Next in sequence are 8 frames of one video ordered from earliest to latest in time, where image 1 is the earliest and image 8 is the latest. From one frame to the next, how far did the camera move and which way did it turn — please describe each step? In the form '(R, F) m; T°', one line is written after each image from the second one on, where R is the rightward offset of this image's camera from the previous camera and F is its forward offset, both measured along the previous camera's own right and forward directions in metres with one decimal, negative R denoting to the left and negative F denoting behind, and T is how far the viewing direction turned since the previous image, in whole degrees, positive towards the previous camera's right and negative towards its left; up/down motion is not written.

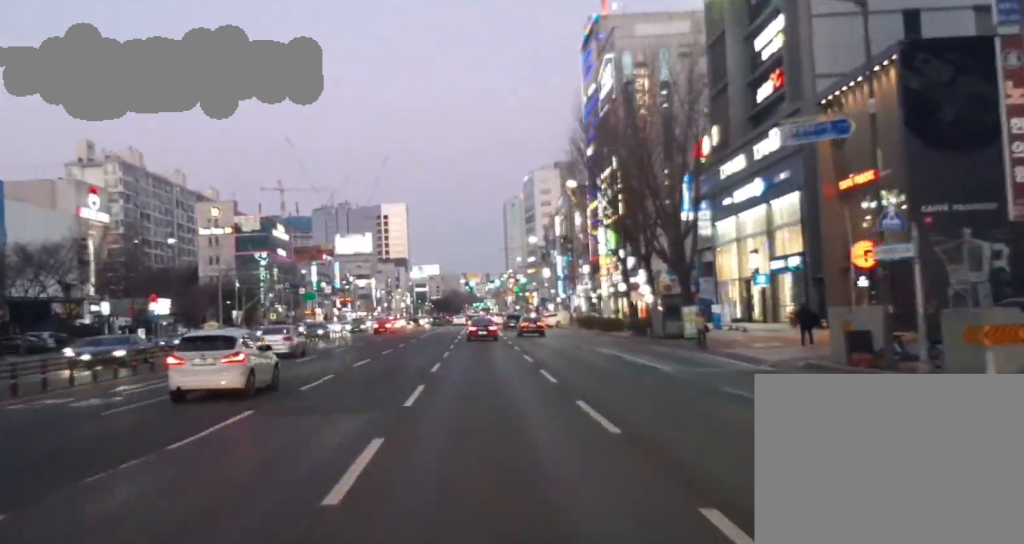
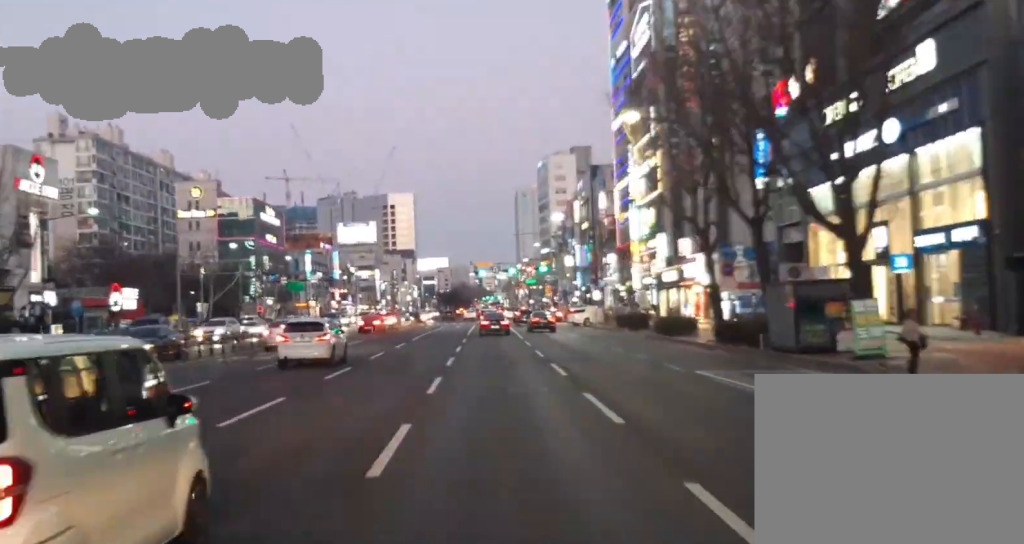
(0.0, +19.1) m; 0°
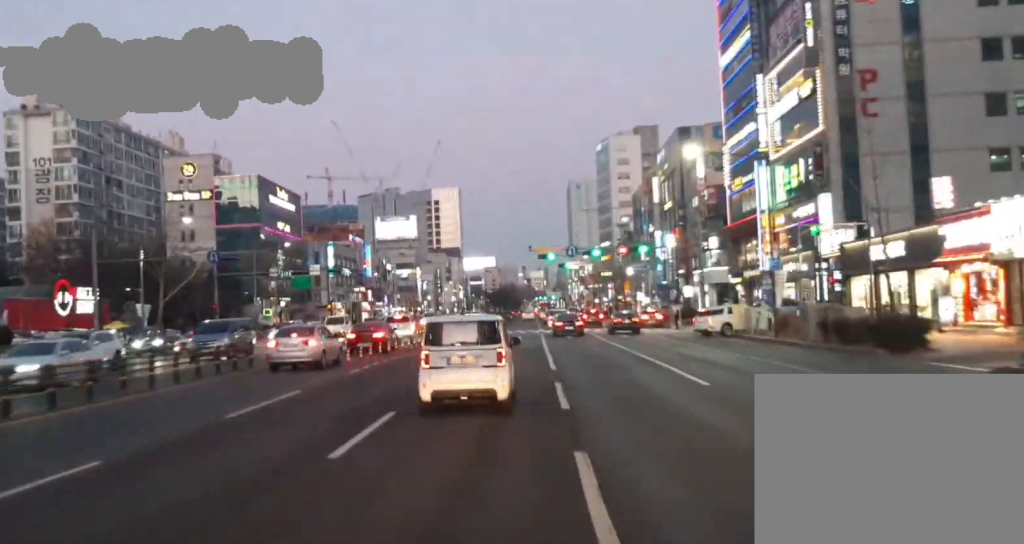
(0.0, +33.0) m; 0°
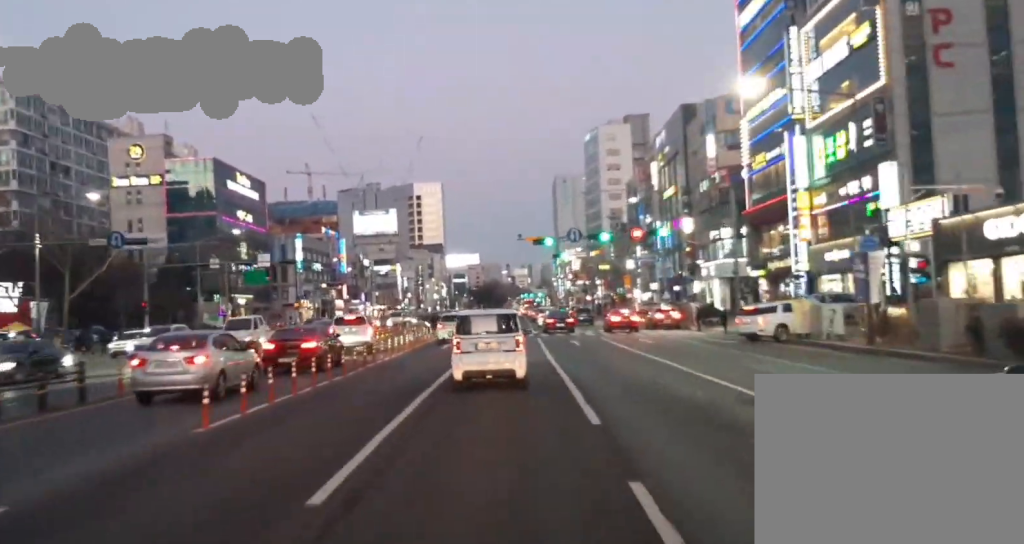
(0.0, +13.3) m; 0°
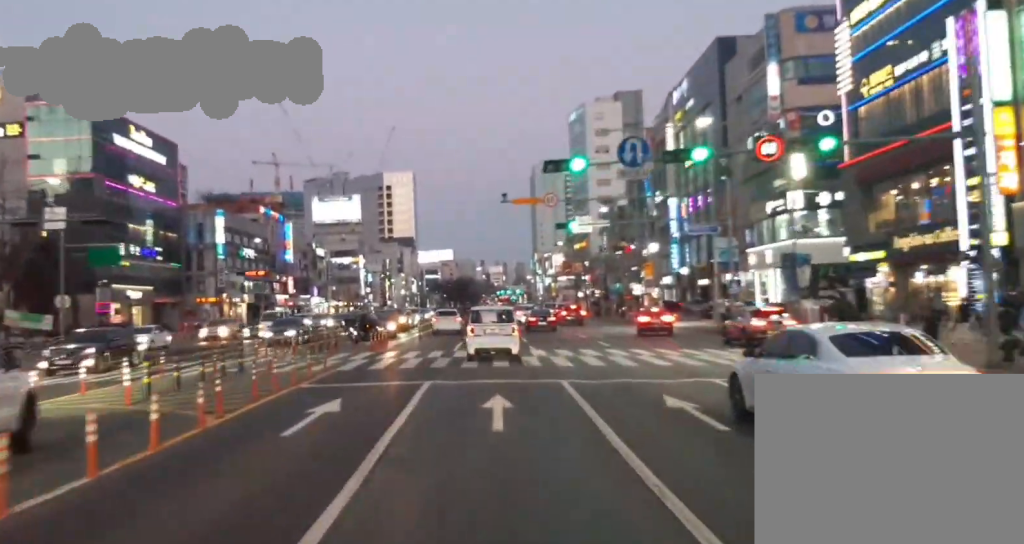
(0.0, +30.0) m; 0°
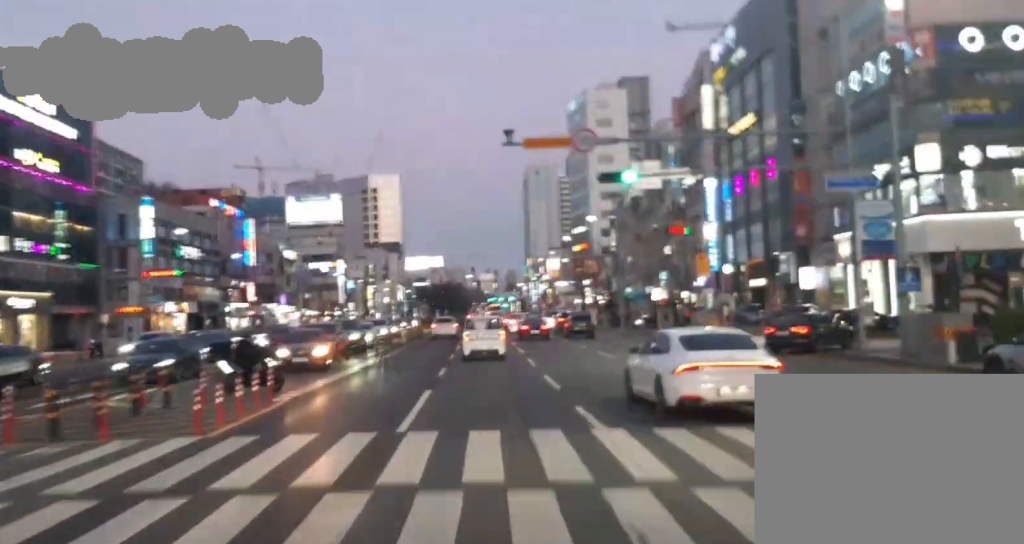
(0.0, +22.2) m; 0°
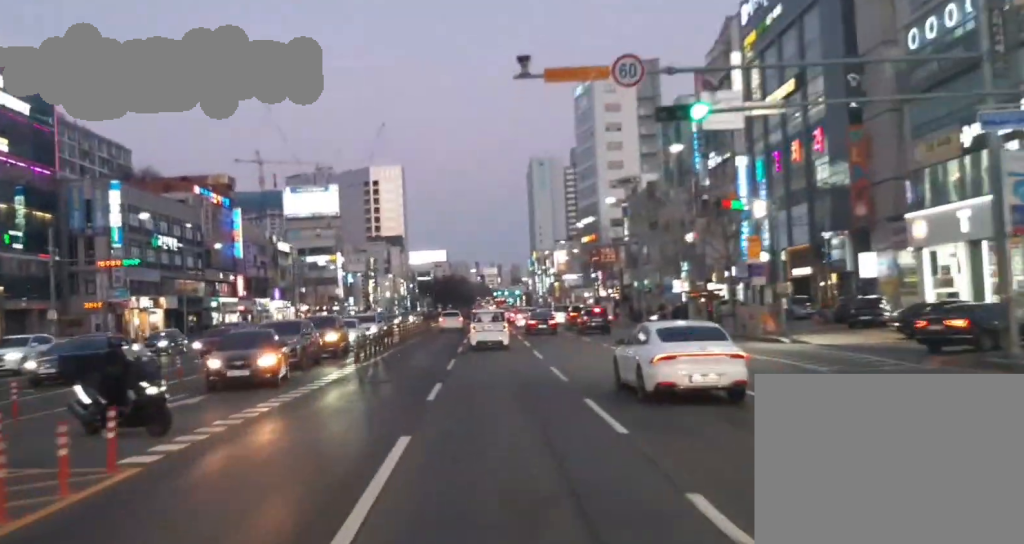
(0.0, +9.7) m; 0°
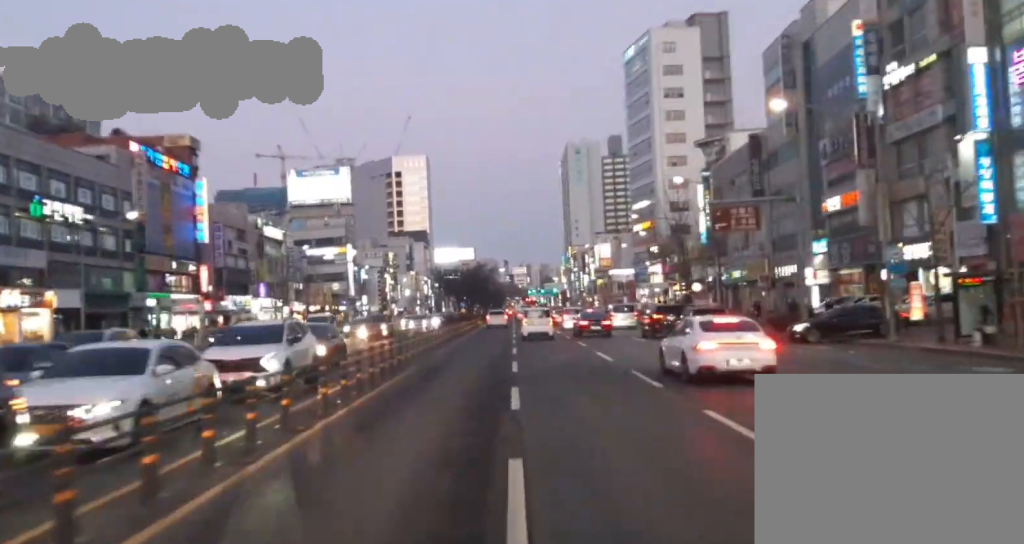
(0.0, +32.0) m; 0°
